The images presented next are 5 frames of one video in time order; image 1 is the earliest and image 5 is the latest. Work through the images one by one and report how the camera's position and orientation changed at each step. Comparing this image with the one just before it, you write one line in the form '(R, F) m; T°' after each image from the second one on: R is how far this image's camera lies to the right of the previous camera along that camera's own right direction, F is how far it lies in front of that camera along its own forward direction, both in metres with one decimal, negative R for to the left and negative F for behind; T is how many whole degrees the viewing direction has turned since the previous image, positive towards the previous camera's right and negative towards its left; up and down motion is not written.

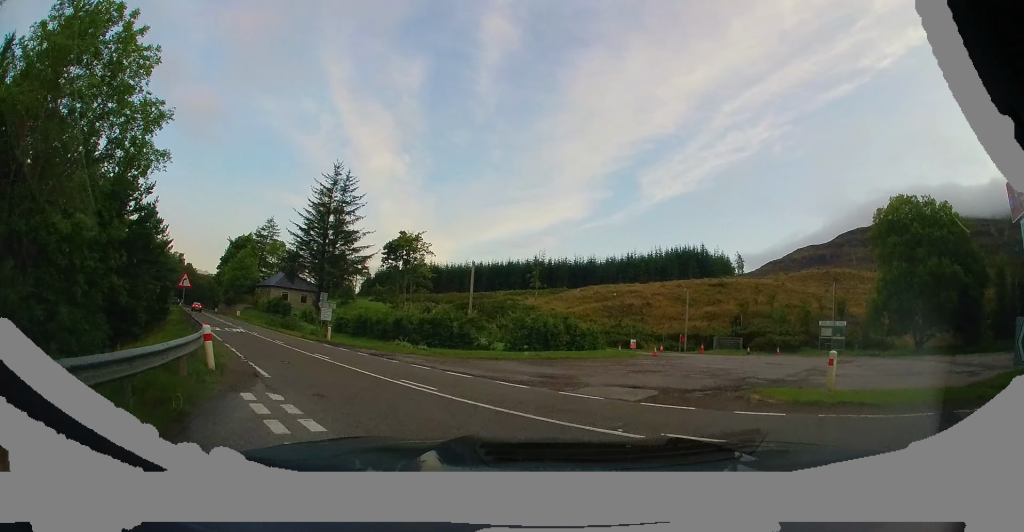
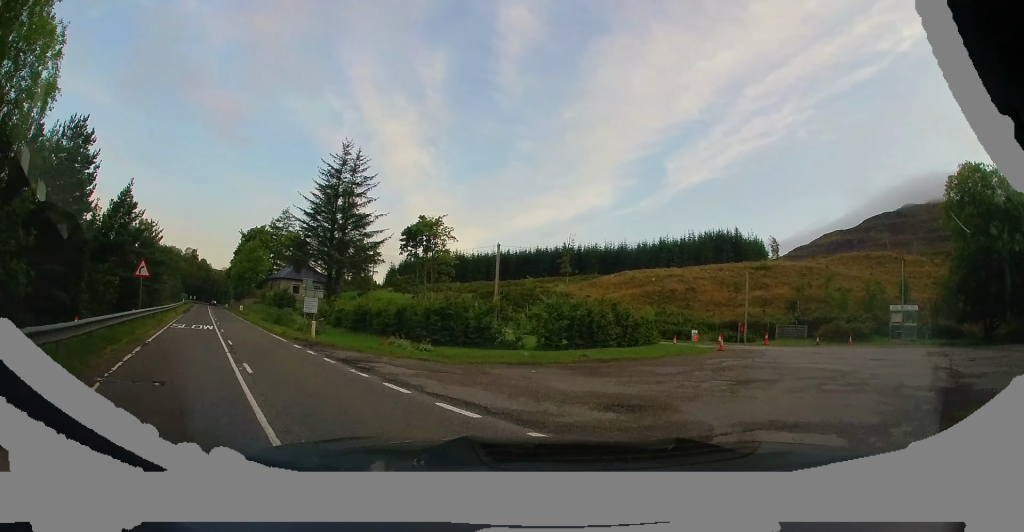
(-0.3, +3.0) m; +2°
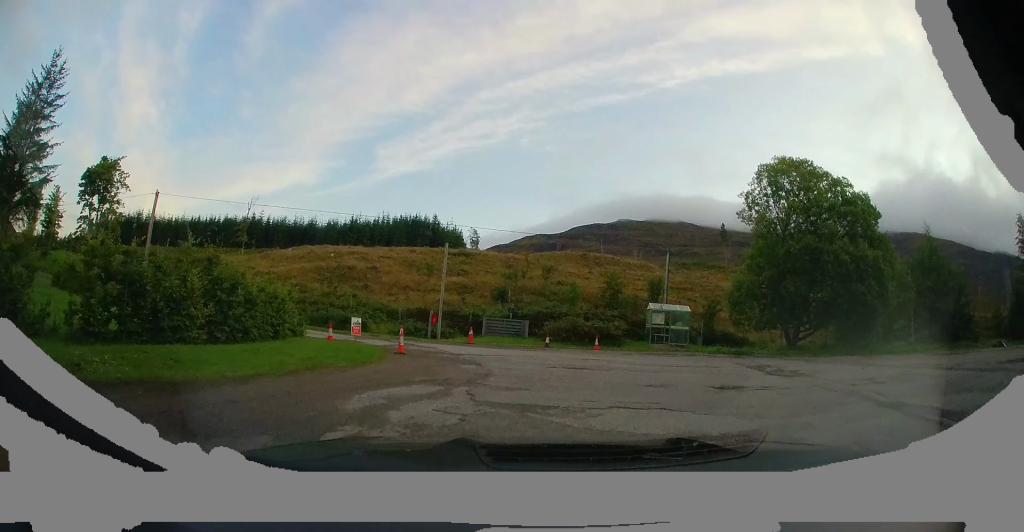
(+3.3, +9.5) m; +42°
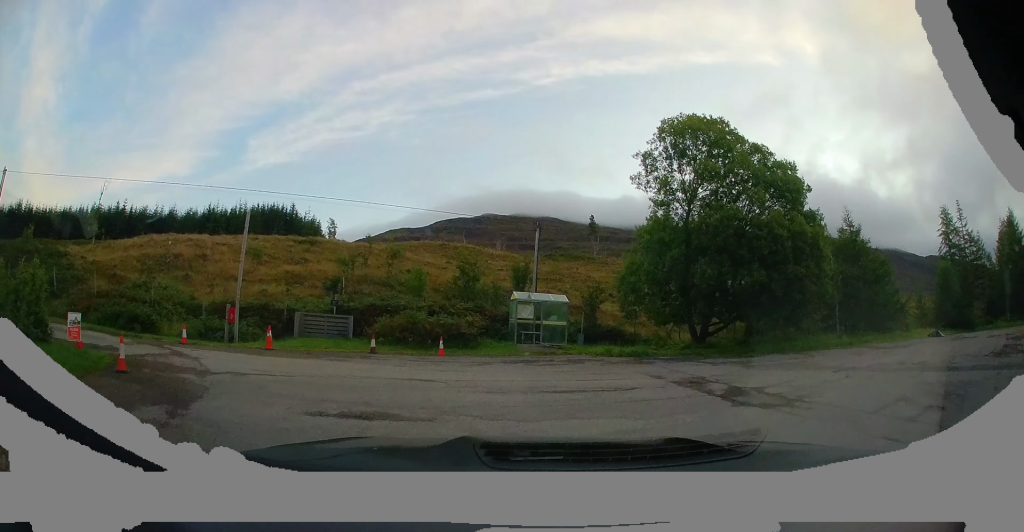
(+1.3, +6.8) m; +19°
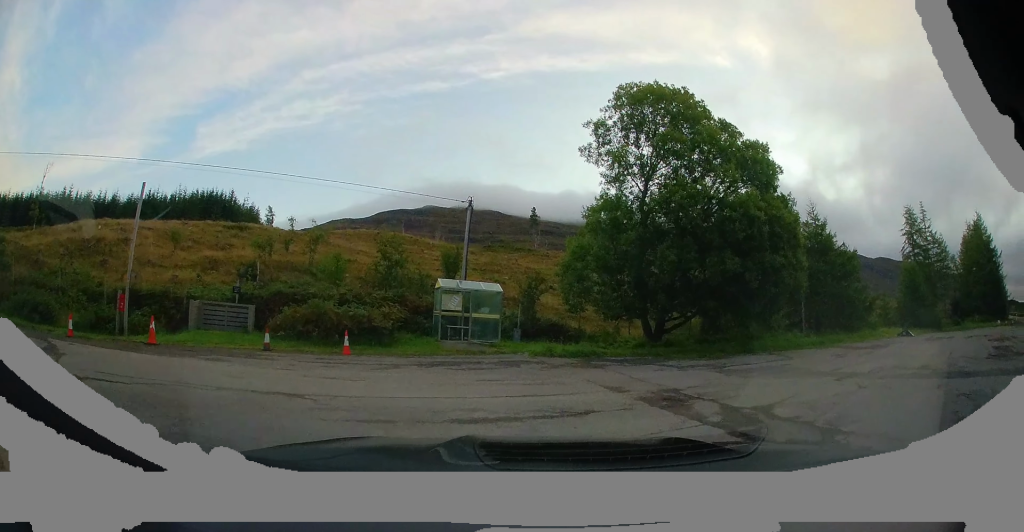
(+0.2, +3.2) m; +10°
